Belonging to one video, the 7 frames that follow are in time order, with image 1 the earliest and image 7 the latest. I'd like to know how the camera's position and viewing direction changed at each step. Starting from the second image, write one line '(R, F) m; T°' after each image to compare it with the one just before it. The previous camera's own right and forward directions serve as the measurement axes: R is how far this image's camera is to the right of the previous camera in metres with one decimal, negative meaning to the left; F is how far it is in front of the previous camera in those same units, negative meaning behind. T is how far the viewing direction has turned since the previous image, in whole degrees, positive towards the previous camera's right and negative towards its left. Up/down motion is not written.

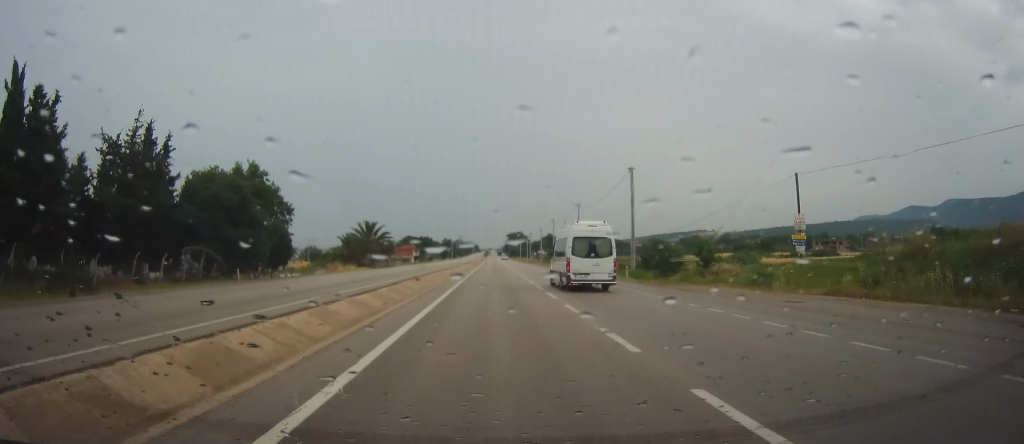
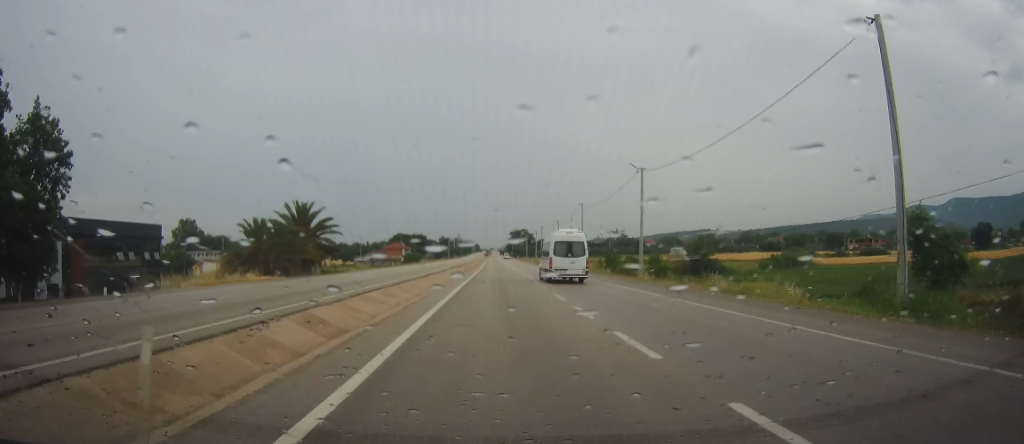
(-0.1, +37.2) m; -1°
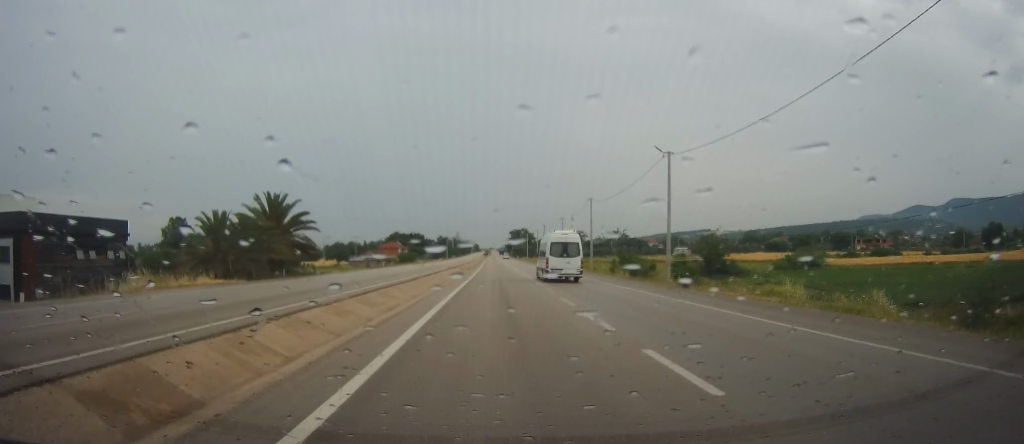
(+0.1, +8.6) m; -1°
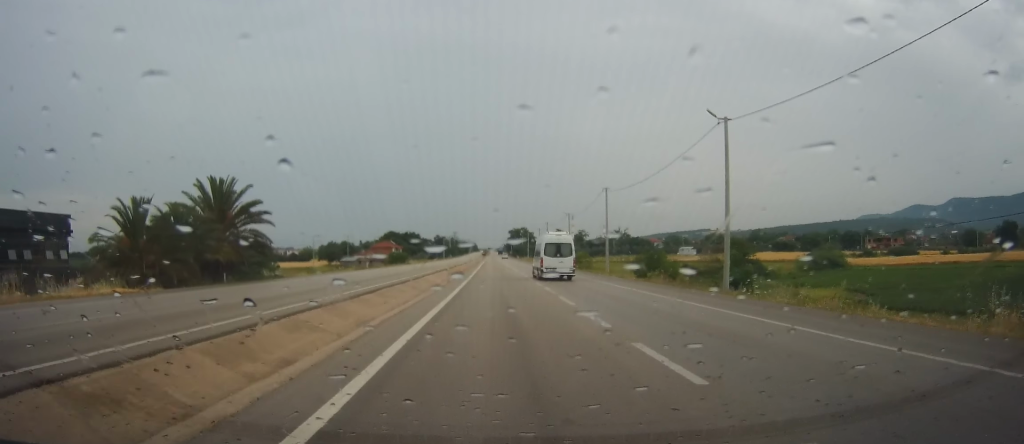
(-0.3, +11.2) m; 0°
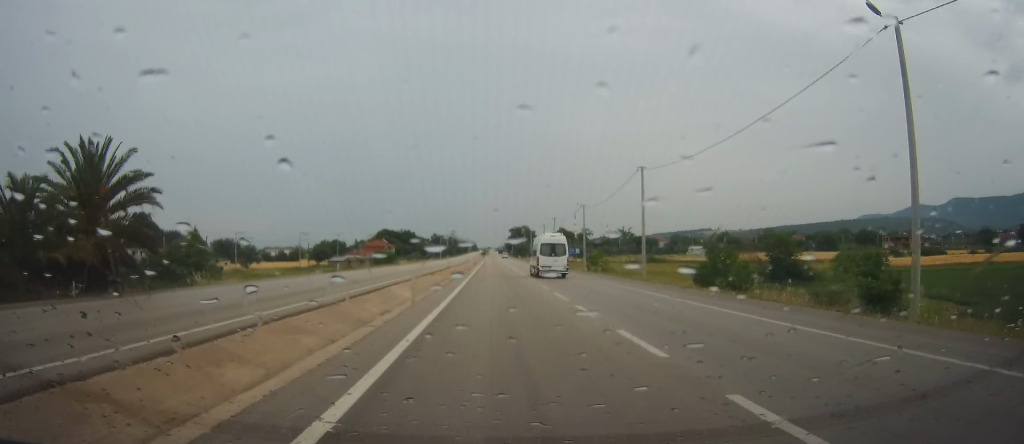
(+0.1, +16.4) m; 0°
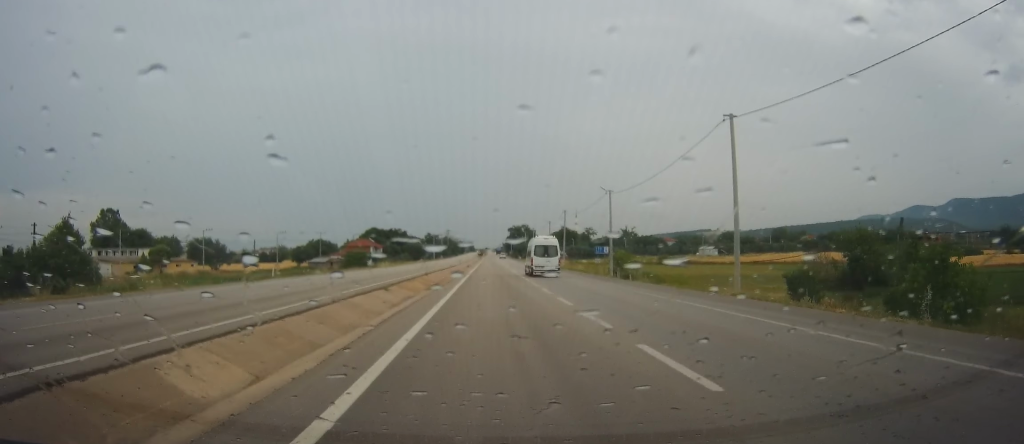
(0.0, +20.2) m; -1°
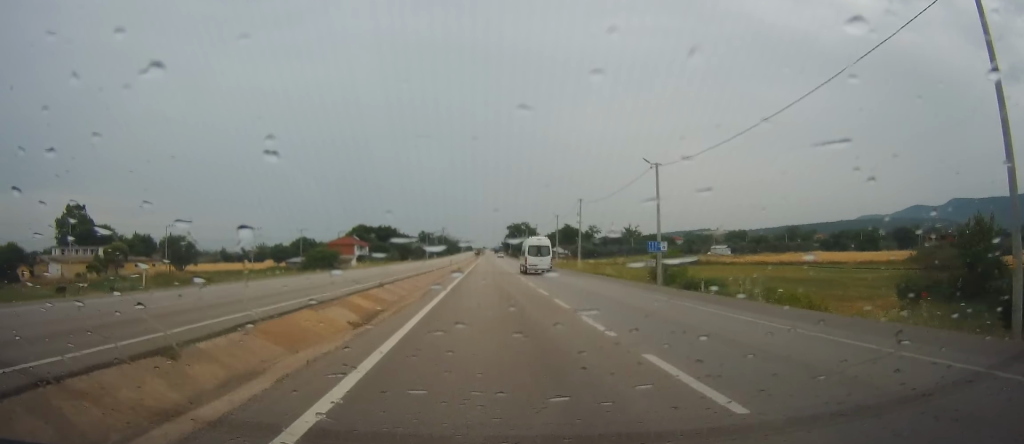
(-0.2, +19.6) m; 0°
